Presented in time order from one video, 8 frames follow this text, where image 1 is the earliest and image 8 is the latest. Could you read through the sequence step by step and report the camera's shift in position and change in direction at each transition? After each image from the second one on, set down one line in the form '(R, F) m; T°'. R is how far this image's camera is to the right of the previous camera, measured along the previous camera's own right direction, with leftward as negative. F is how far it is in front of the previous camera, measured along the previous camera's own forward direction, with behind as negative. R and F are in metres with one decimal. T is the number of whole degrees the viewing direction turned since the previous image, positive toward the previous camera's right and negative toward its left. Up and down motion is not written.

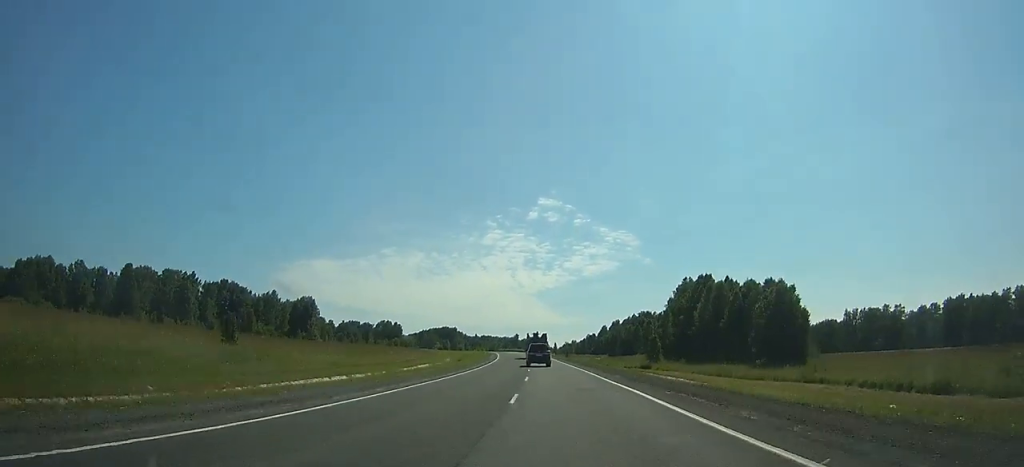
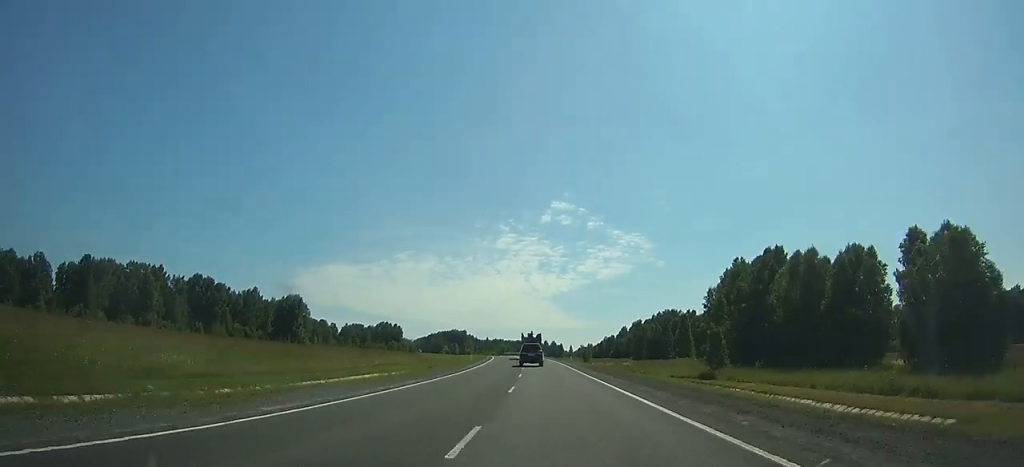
(-0.7, +31.6) m; -2°
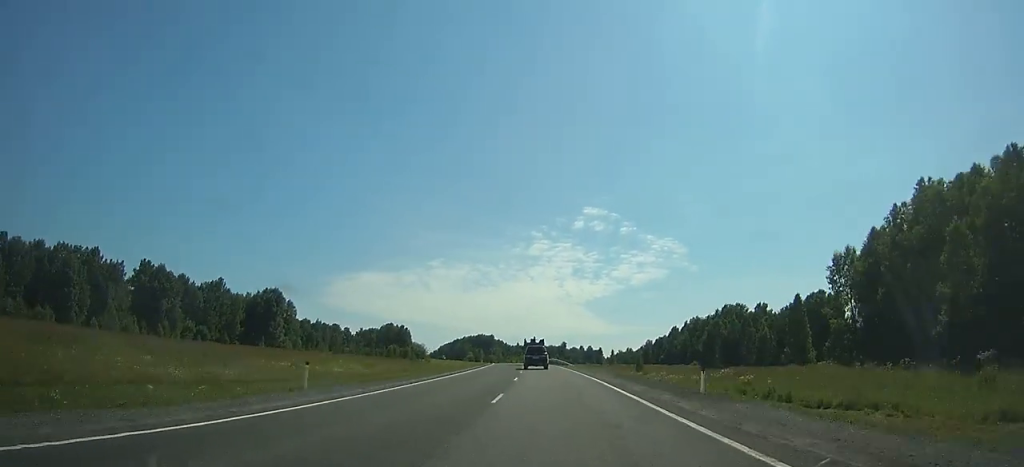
(-1.4, +52.4) m; -3°
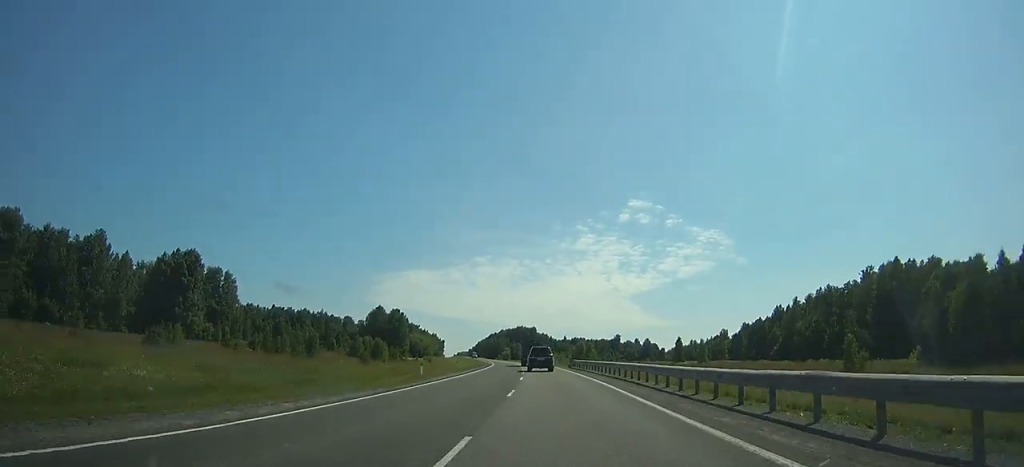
(-3.7, +81.4) m; -5°
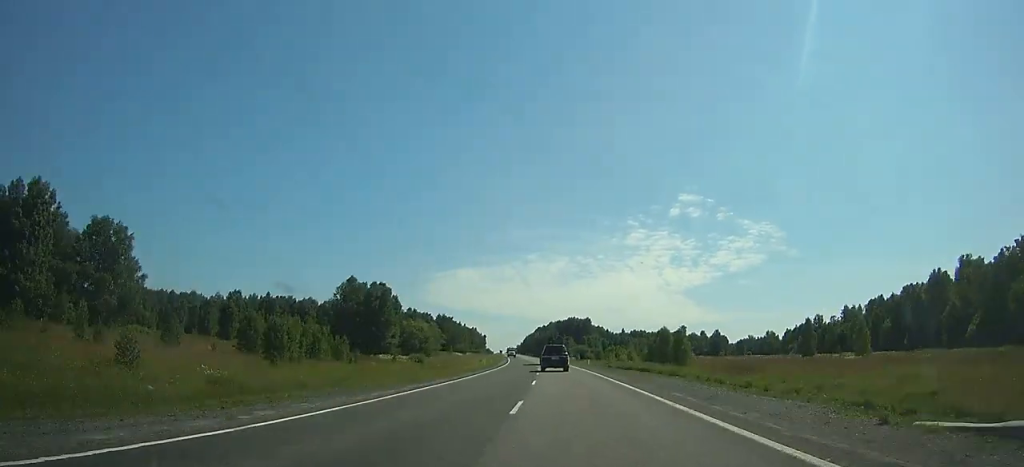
(-2.4, +66.3) m; -4°
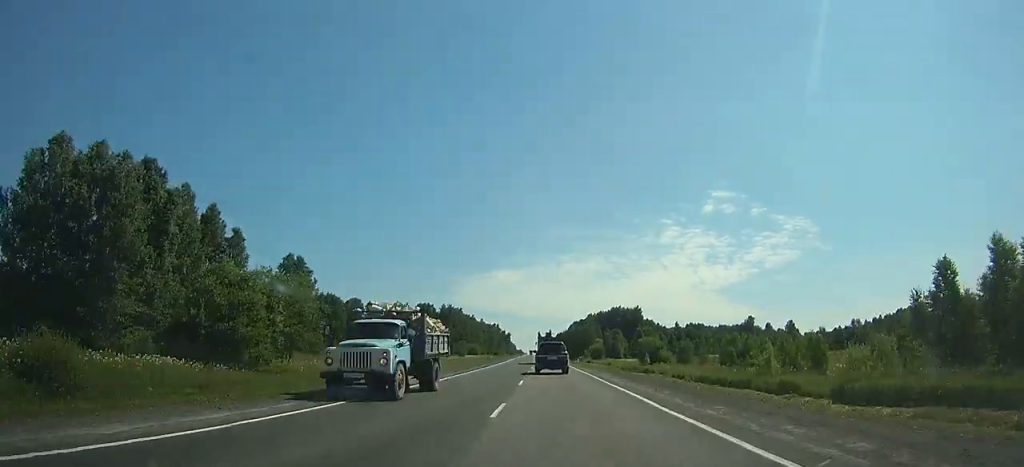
(-3.3, +83.8) m; -4°
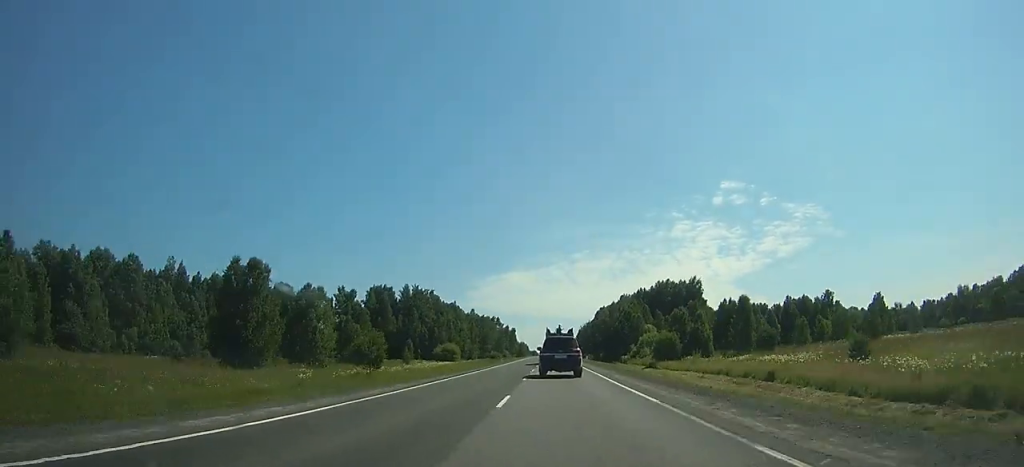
(-2.2, +92.4) m; -2°
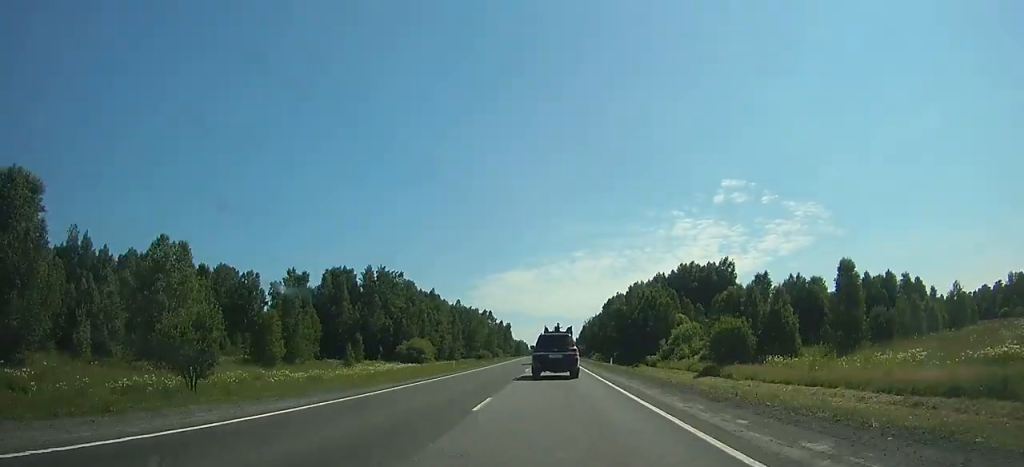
(0.0, +36.8) m; 0°
